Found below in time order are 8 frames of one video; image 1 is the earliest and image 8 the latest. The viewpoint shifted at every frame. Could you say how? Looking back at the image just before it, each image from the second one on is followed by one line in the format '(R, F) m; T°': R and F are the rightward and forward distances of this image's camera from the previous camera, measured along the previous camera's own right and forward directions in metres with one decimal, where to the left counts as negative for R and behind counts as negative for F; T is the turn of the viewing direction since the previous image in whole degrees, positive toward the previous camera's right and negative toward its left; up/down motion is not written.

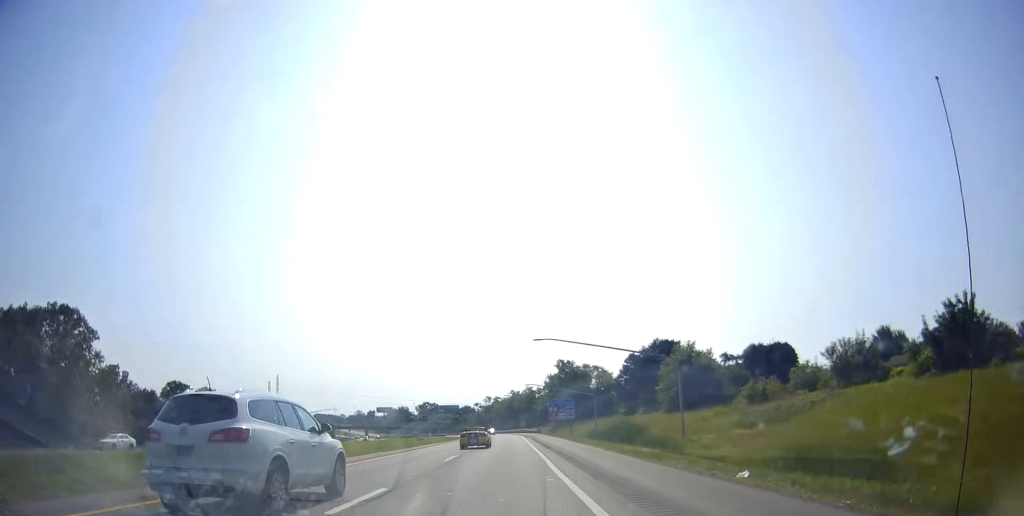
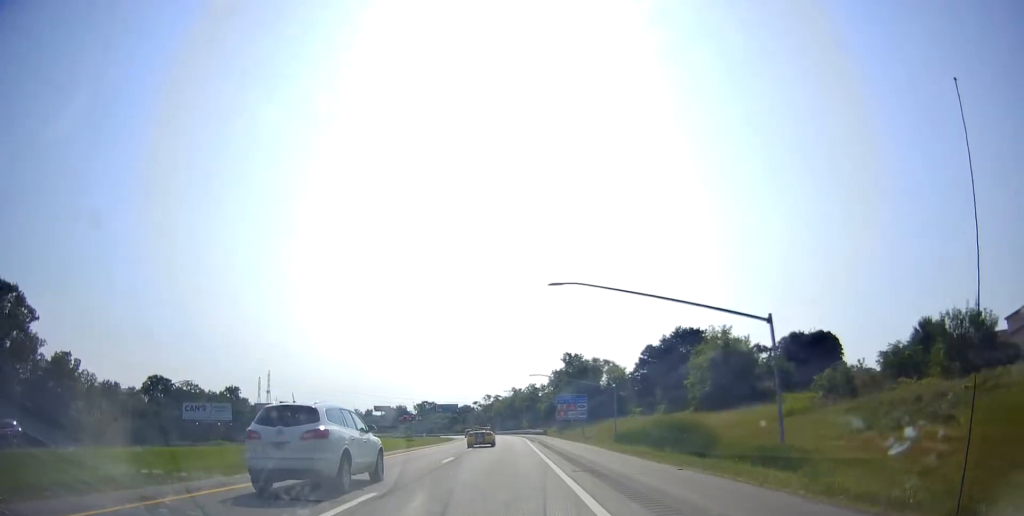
(+0.1, +16.1) m; 0°
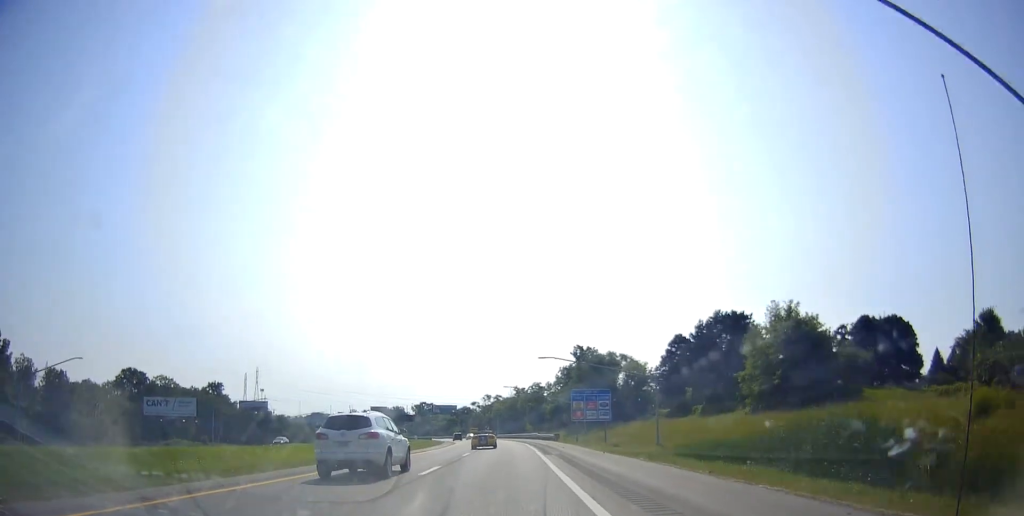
(+0.2, +20.2) m; 0°
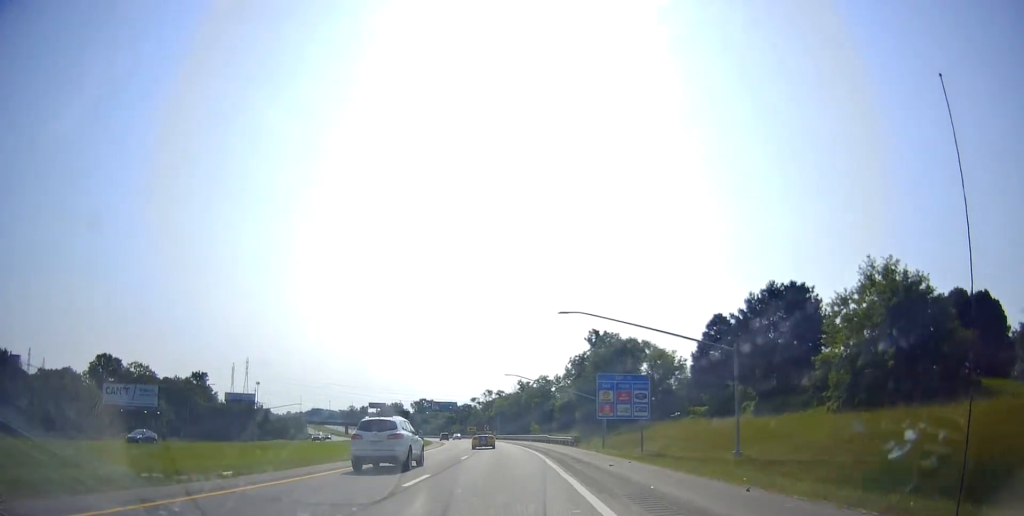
(-0.1, +18.6) m; -1°
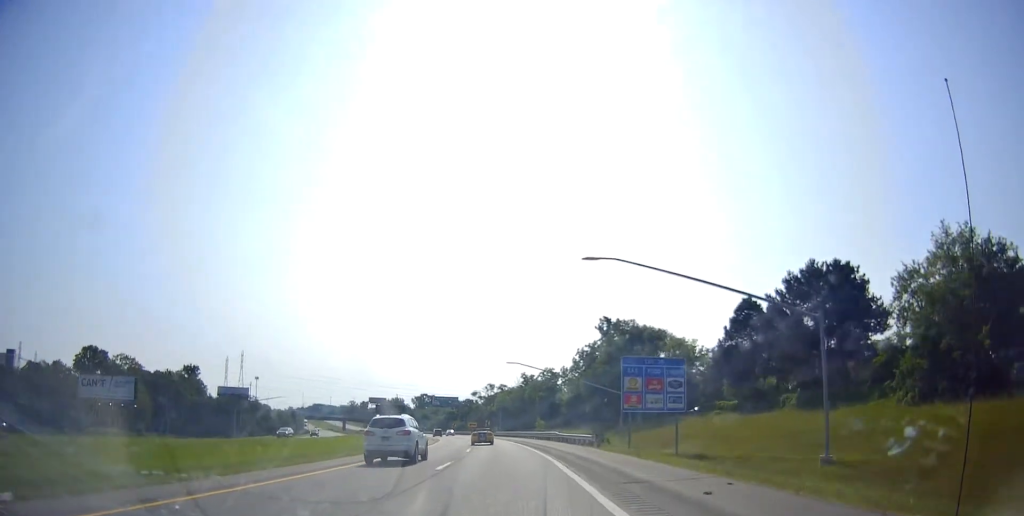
(-0.1, +10.1) m; -1°
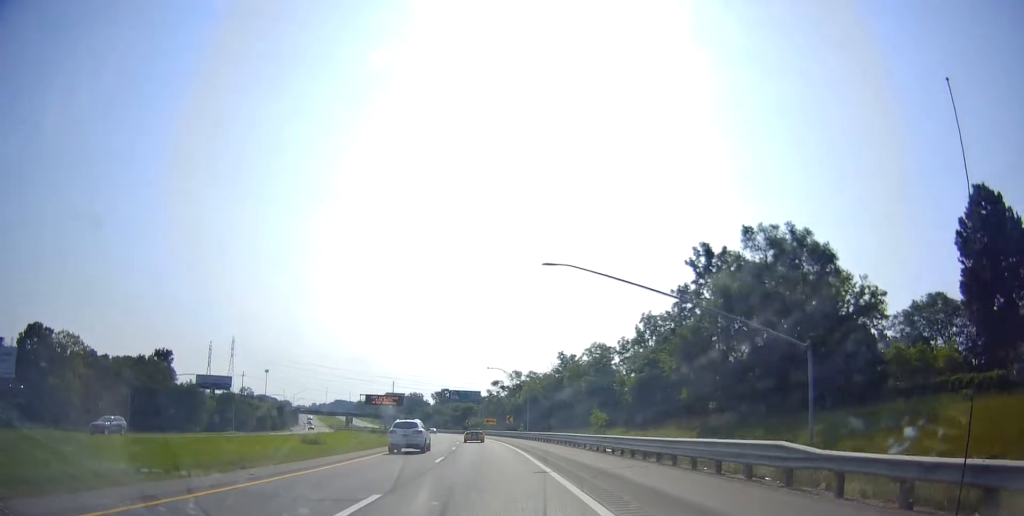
(-0.8, +42.3) m; -1°
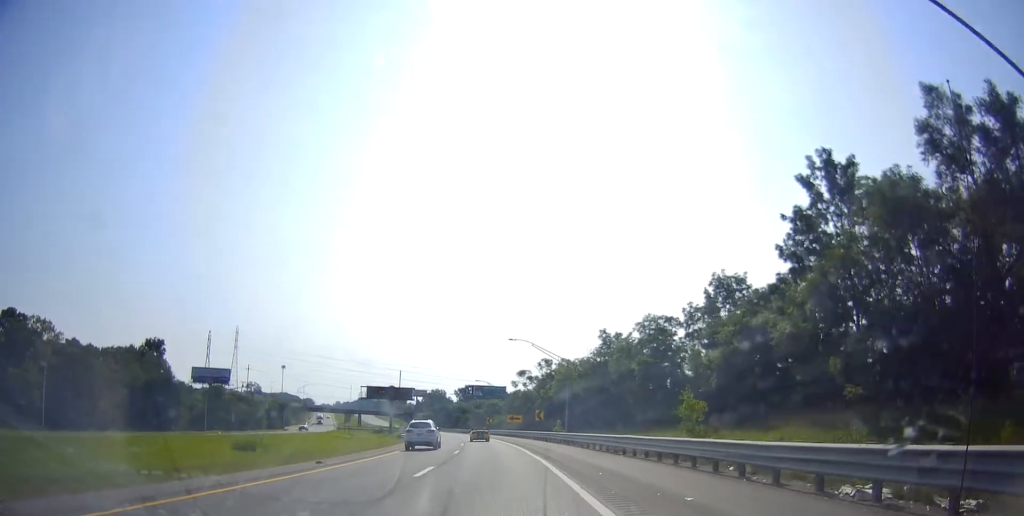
(-0.1, +22.1) m; -2°
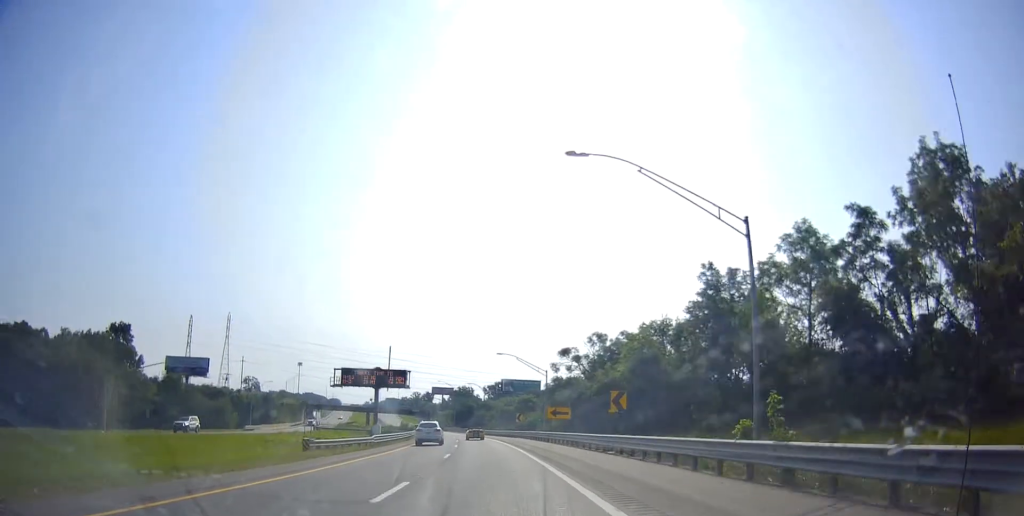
(-1.4, +36.2) m; -4°
